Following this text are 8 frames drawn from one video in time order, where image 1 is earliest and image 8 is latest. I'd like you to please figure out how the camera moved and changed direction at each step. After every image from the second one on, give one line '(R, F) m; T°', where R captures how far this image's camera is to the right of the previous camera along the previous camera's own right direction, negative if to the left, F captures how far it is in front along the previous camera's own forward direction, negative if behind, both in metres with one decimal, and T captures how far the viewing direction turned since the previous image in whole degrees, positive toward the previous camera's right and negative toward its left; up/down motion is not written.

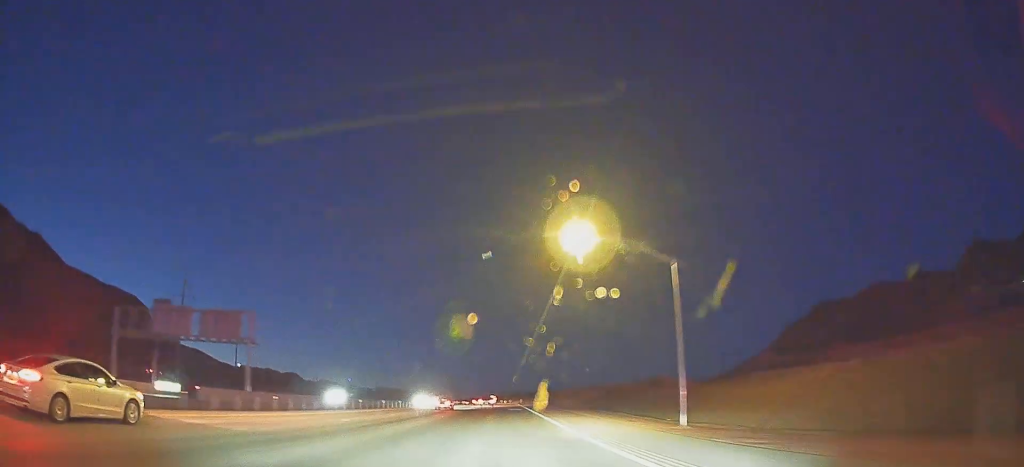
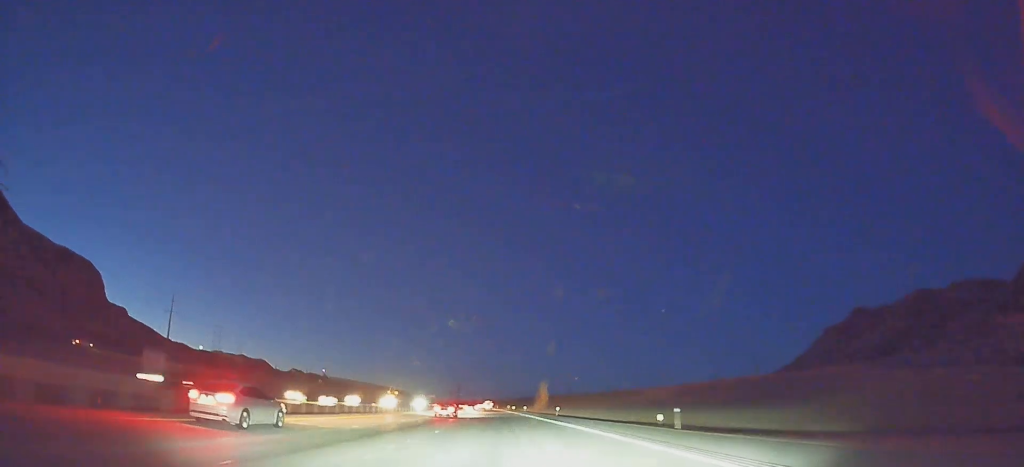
(-0.9, +99.2) m; -1°
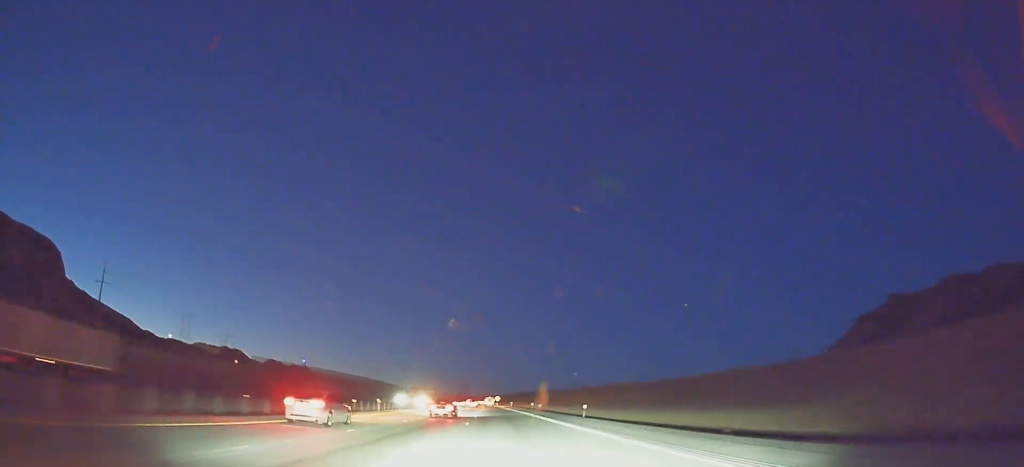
(-0.5, +76.9) m; -1°
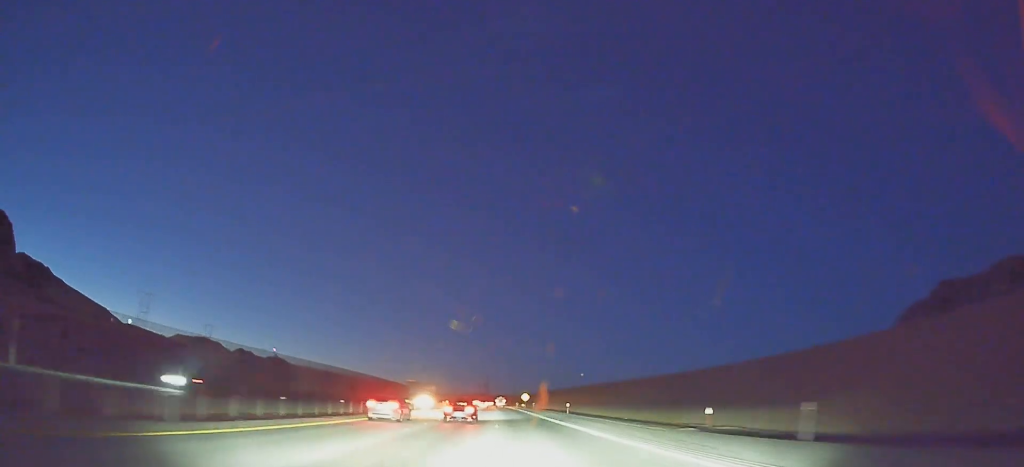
(-1.5, +86.6) m; -2°
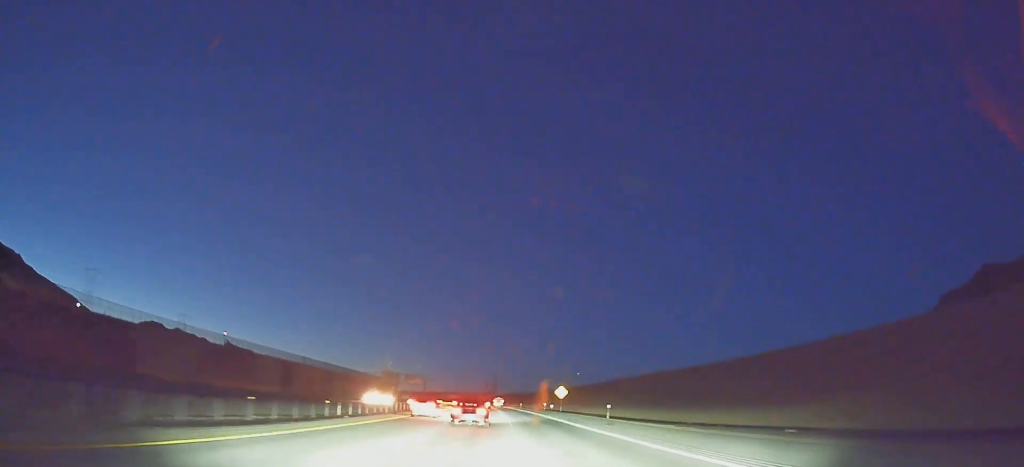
(-0.7, +70.4) m; -1°
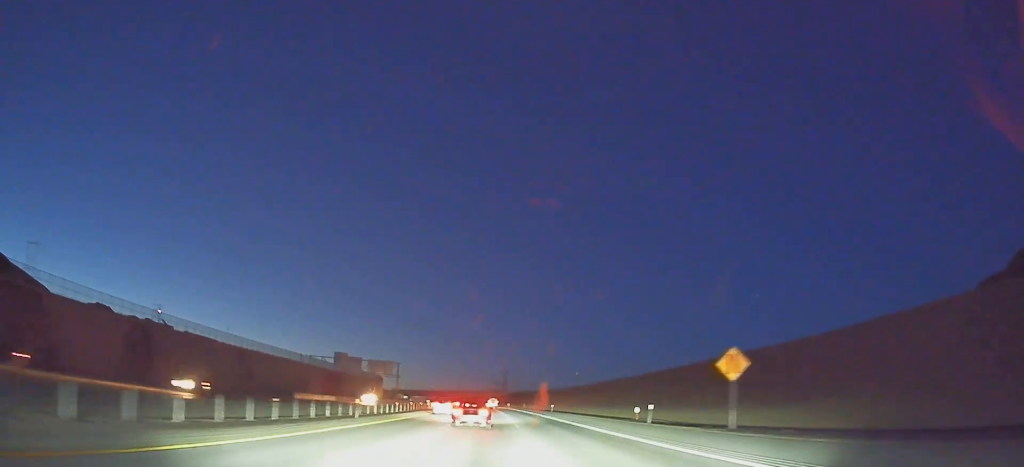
(-0.2, +63.2) m; -1°
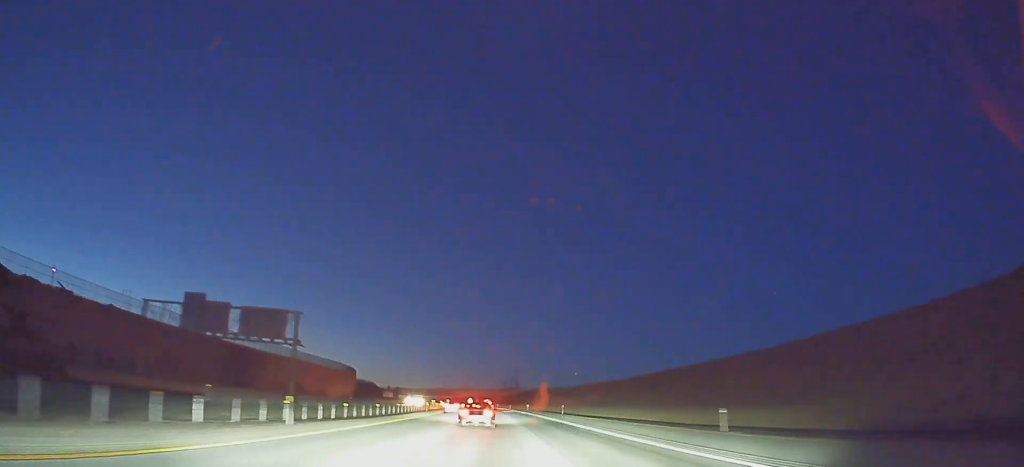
(-1.2, +65.2) m; -1°
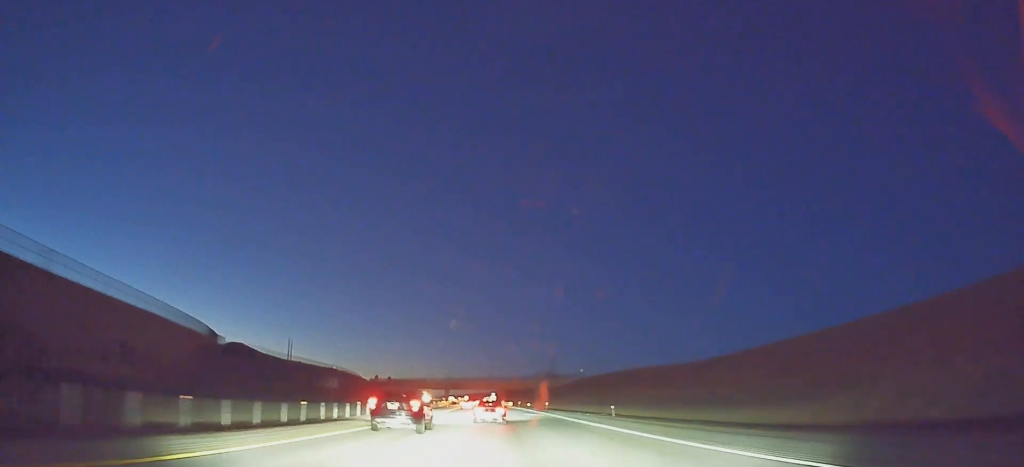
(-3.4, +127.2) m; -3°
